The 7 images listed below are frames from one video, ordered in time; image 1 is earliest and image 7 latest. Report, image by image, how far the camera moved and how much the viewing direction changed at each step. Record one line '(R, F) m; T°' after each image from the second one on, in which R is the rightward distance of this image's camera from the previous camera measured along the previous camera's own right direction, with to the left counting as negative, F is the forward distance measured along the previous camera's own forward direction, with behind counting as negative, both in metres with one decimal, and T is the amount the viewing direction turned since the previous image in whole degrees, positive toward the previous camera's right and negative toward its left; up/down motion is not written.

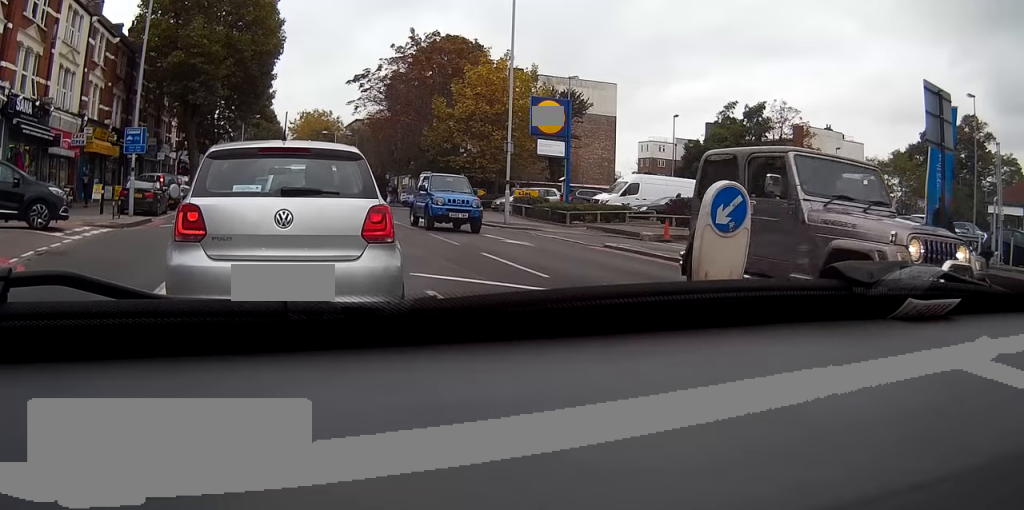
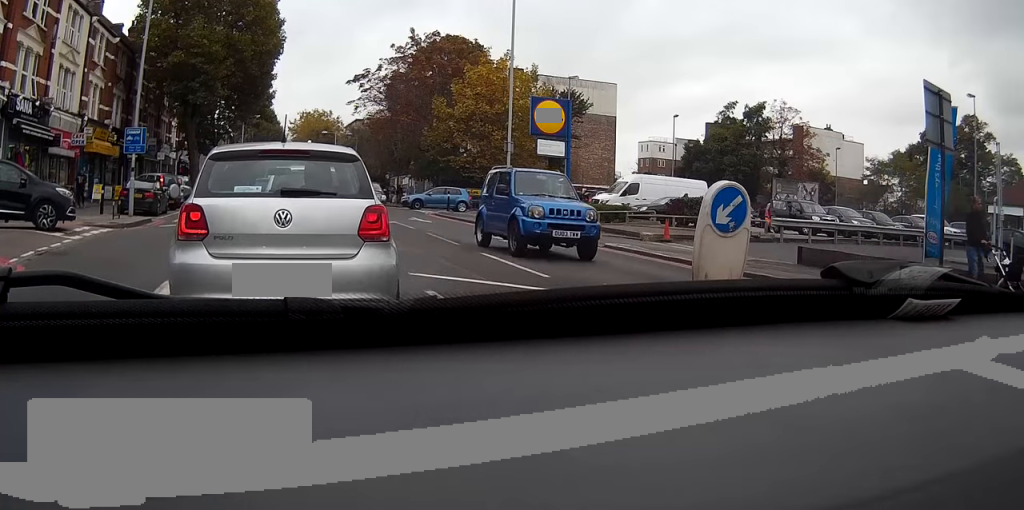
(0.0, 0.0) m; 0°
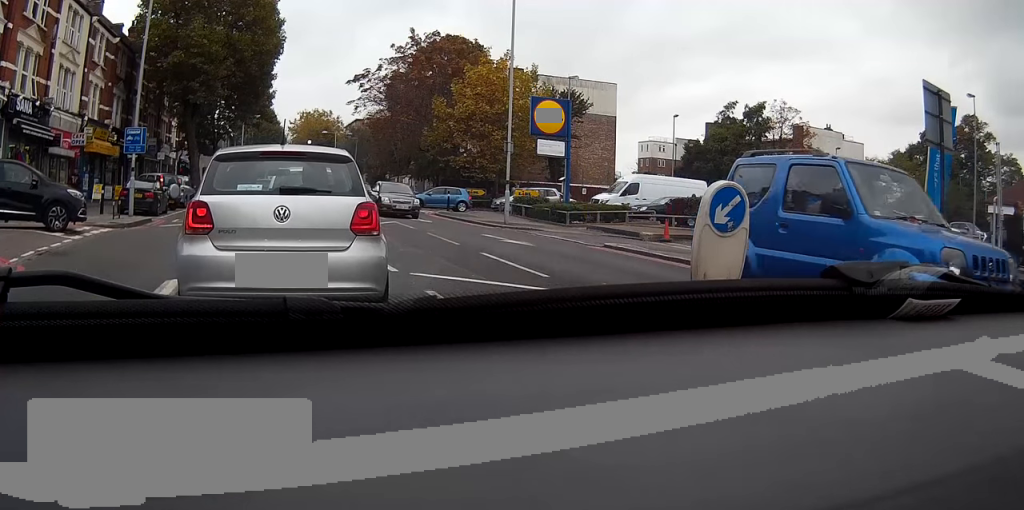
(0.0, 0.0) m; 0°
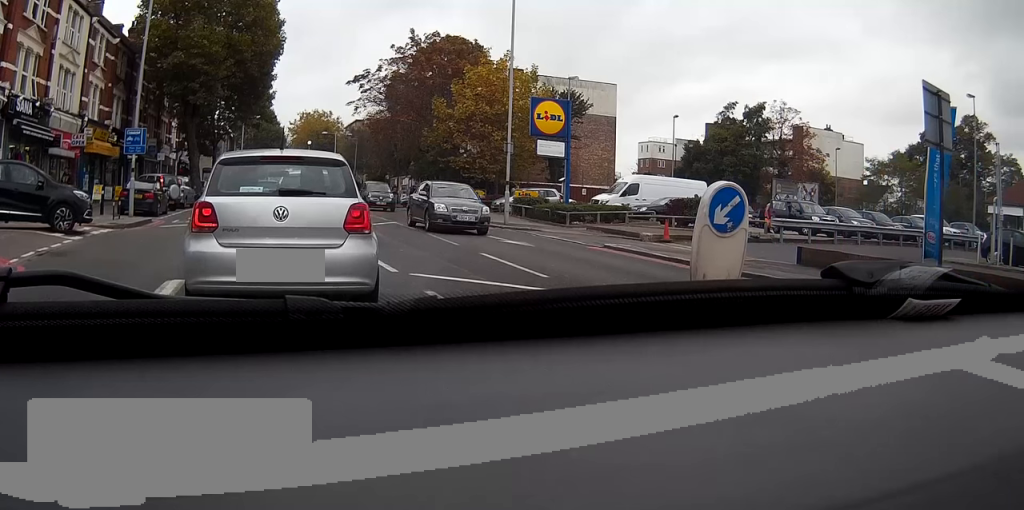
(0.0, 0.0) m; 0°
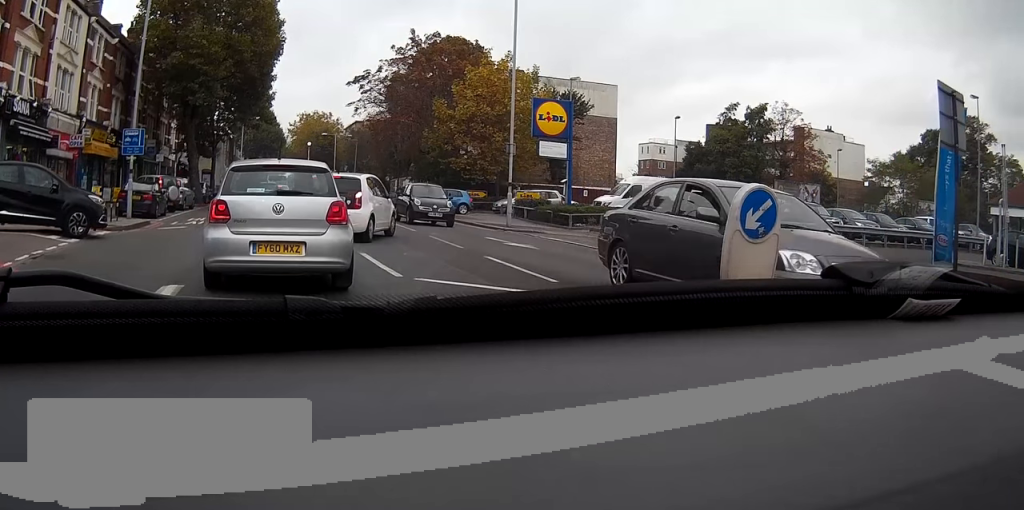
(0.0, +0.3) m; 0°
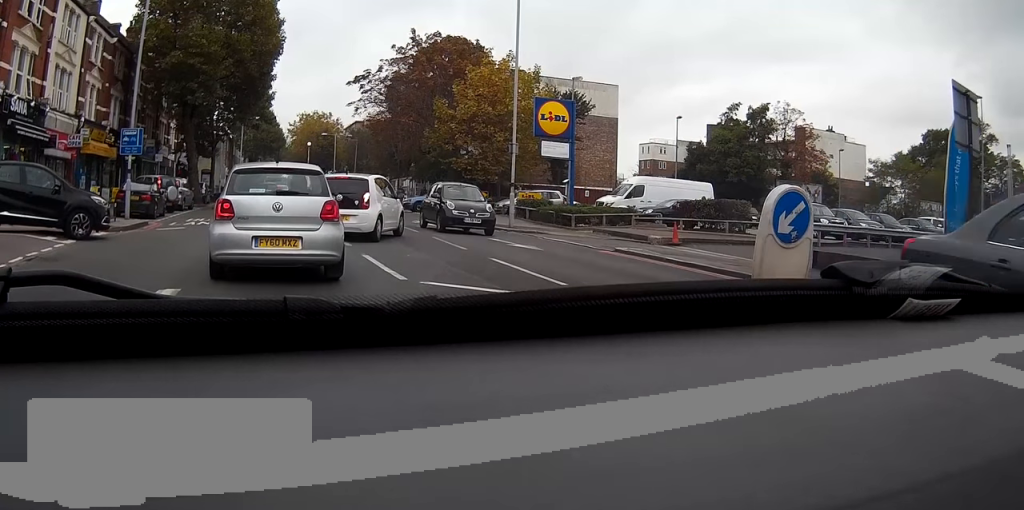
(-0.1, +0.2) m; 0°
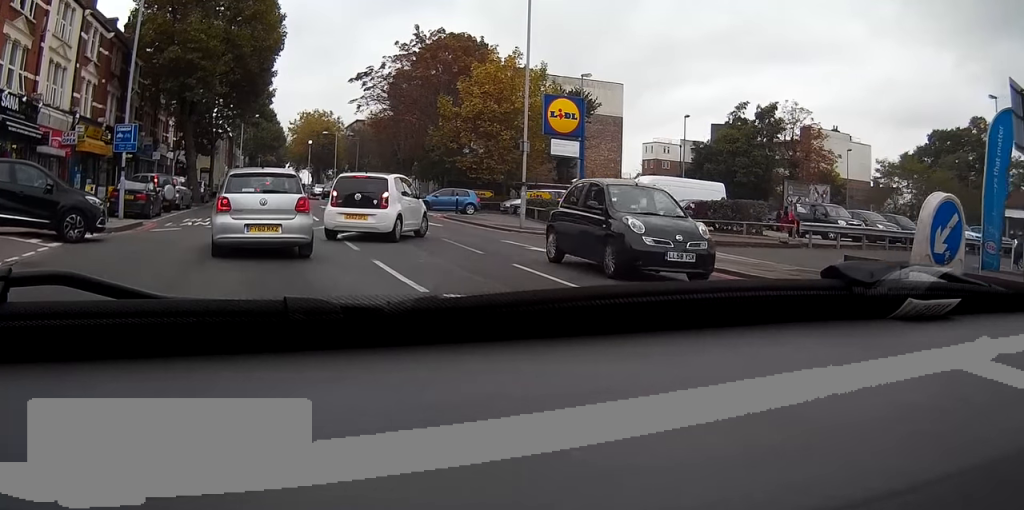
(-0.4, +0.8) m; 0°
